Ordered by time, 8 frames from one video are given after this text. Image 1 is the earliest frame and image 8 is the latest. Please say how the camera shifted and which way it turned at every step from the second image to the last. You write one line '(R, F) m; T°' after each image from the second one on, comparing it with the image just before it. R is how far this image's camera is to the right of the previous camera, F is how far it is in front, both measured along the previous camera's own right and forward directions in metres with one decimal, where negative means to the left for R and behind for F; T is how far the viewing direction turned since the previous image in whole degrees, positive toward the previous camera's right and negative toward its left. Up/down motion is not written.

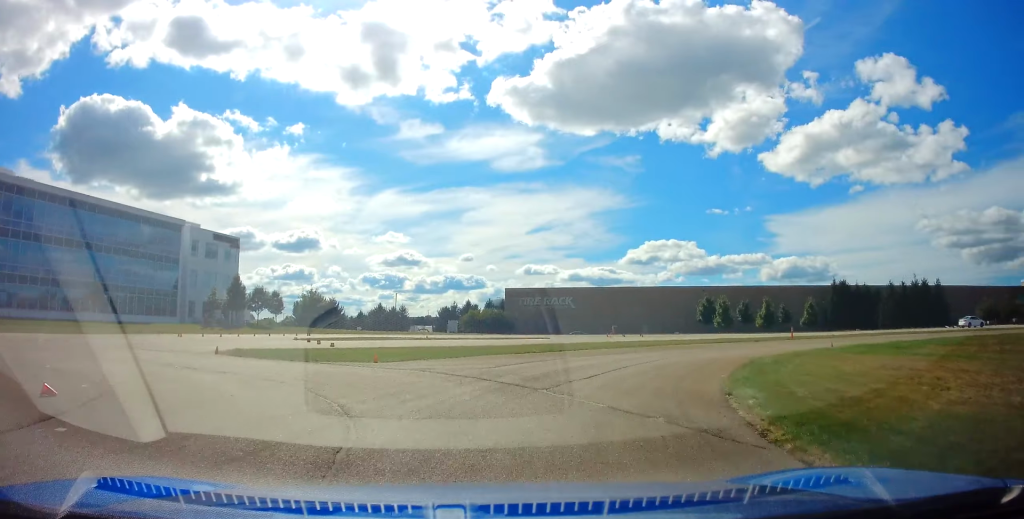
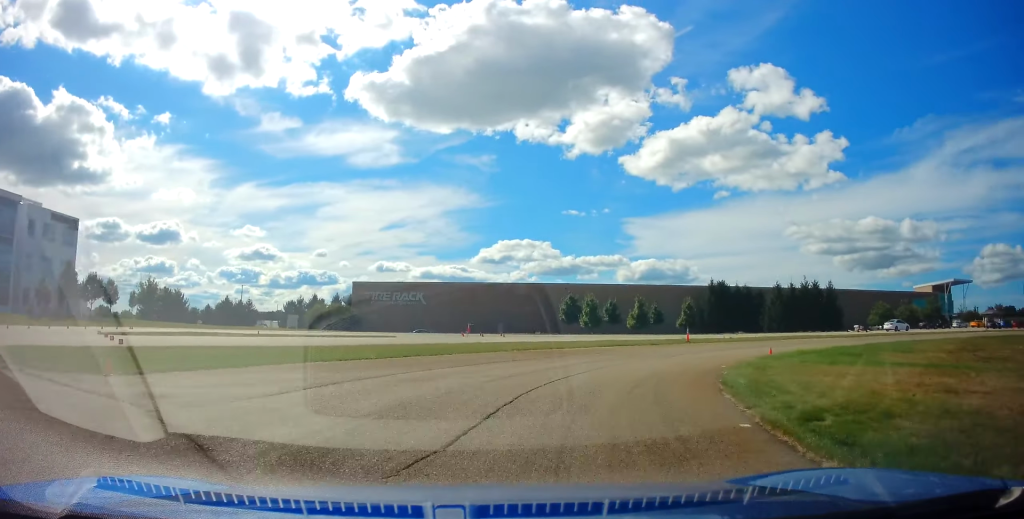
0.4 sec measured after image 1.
(+1.1, +7.3) m; +13°
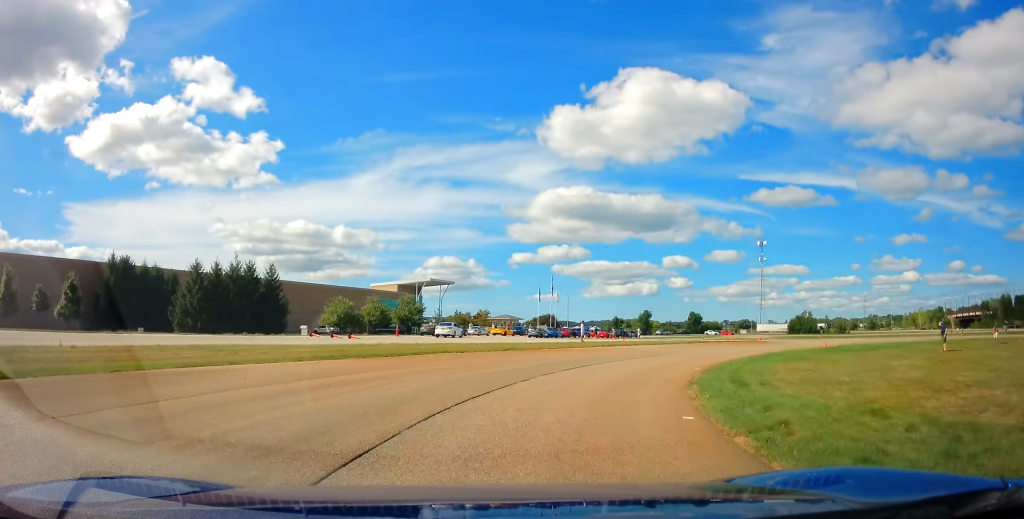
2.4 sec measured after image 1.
(+15.3, +26.4) m; +61°
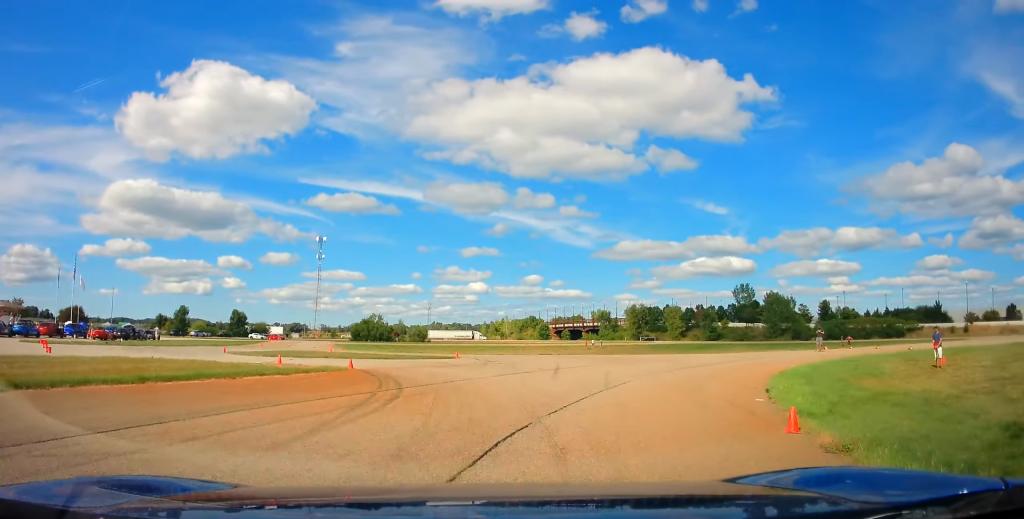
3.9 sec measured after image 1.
(+10.5, +25.8) m; +41°
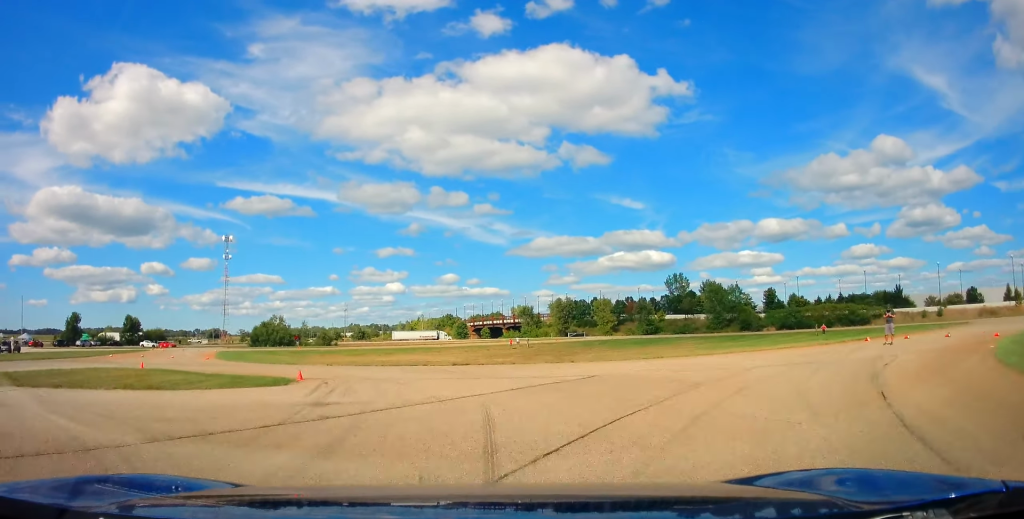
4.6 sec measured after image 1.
(+2.6, +14.1) m; +5°
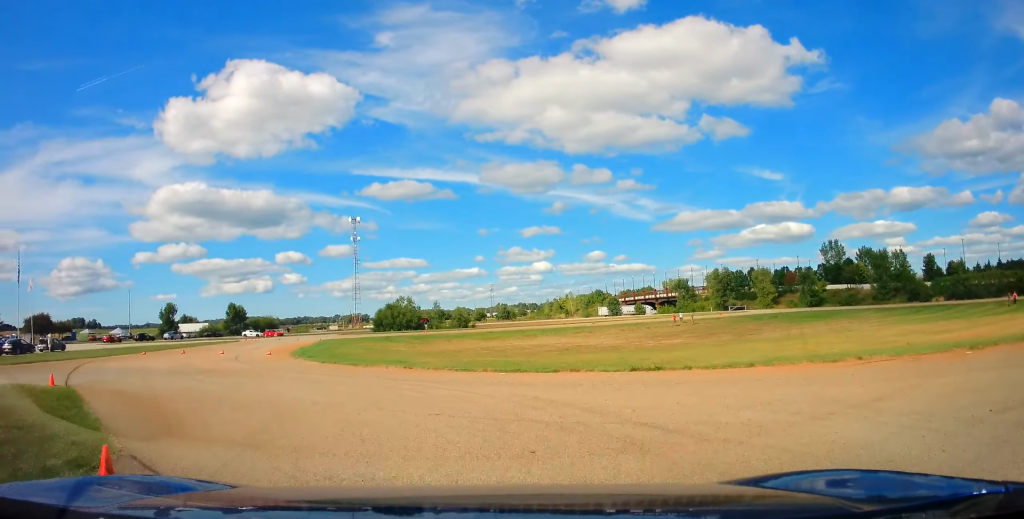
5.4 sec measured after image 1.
(-0.2, +13.4) m; -10°
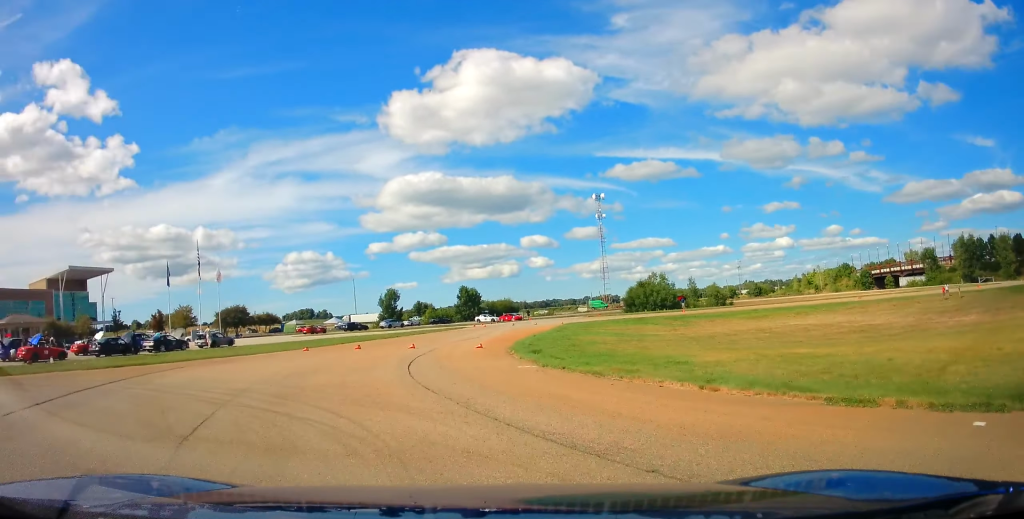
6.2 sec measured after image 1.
(-1.2, +10.6) m; -24°
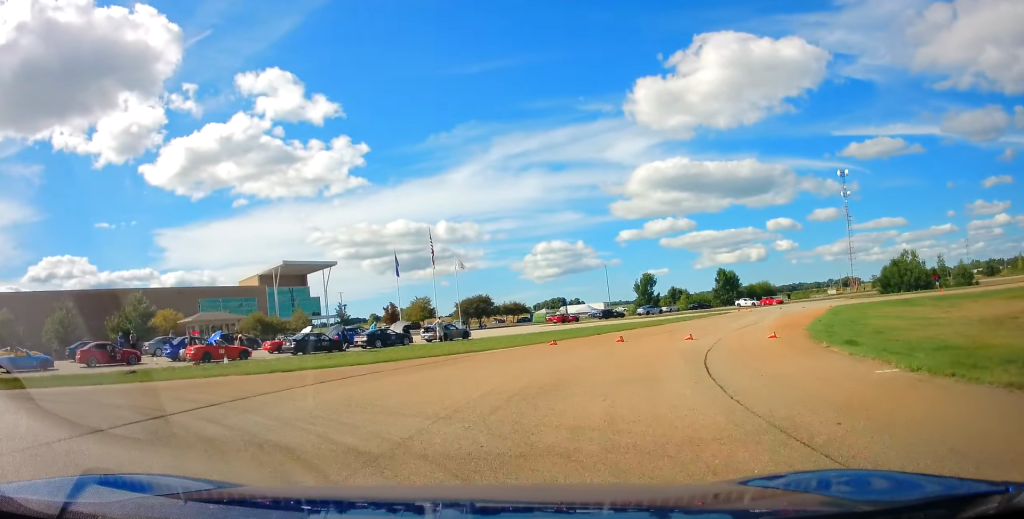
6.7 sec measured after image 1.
(-0.6, +6.7) m; -26°
